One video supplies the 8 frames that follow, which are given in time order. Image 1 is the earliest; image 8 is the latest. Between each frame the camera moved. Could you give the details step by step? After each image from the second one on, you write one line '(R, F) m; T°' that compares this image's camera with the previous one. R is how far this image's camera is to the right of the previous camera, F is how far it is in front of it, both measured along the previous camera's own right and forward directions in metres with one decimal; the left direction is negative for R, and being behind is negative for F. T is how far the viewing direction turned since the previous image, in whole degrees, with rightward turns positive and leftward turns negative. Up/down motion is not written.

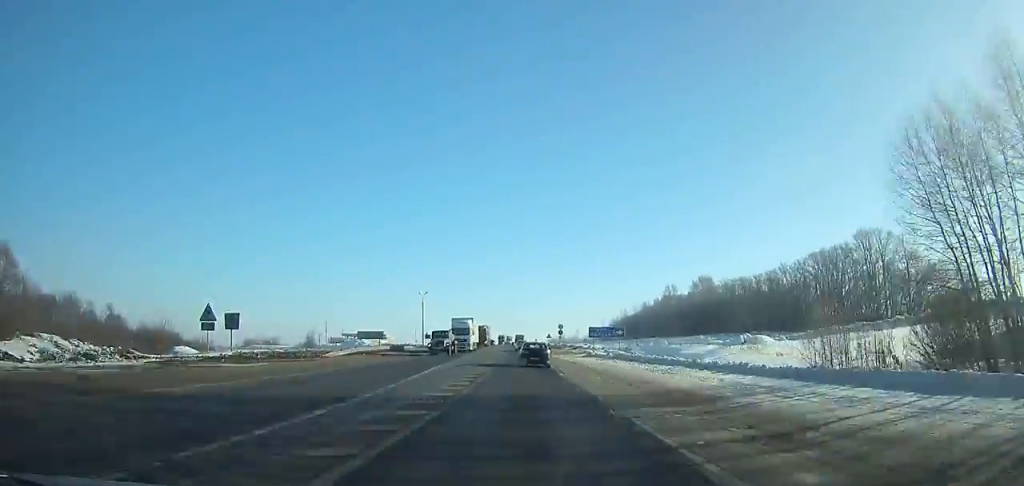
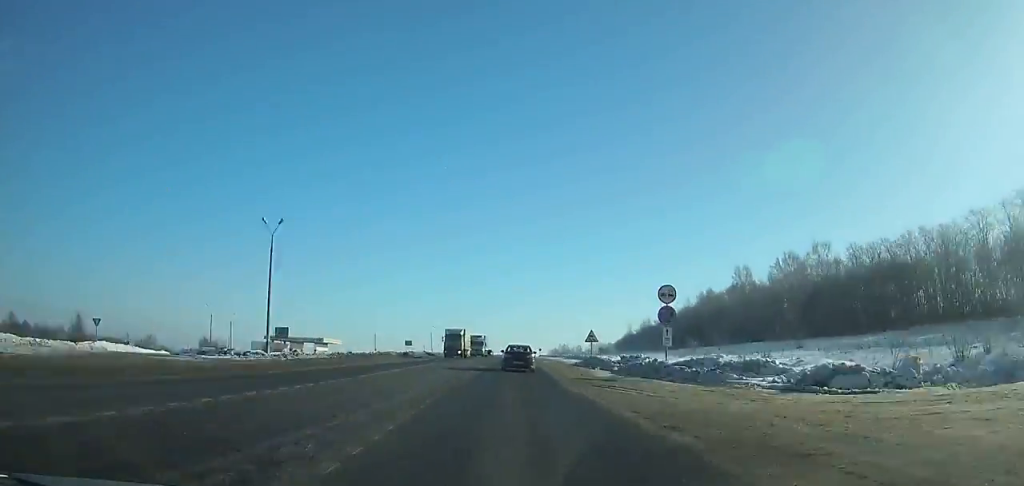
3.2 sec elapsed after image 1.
(+0.2, +73.4) m; 0°
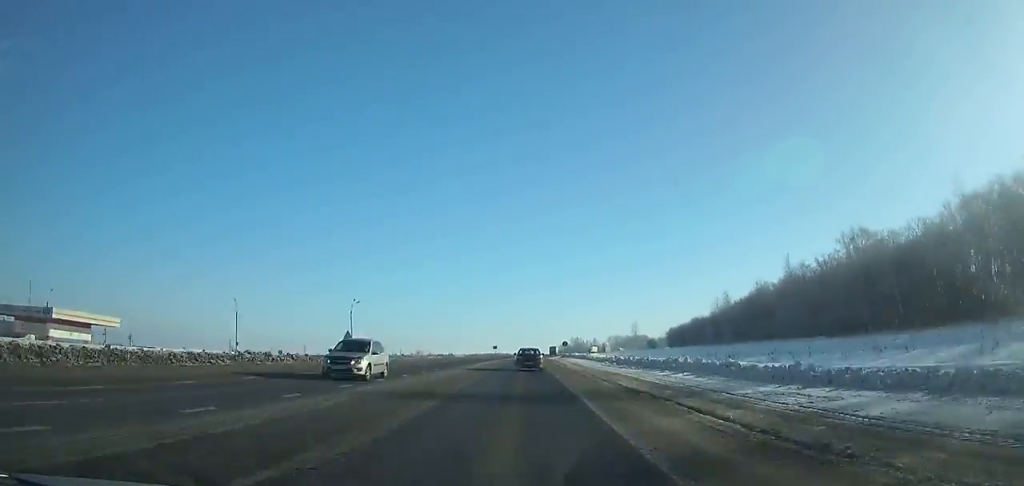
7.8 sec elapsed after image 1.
(+0.2, +102.8) m; +1°
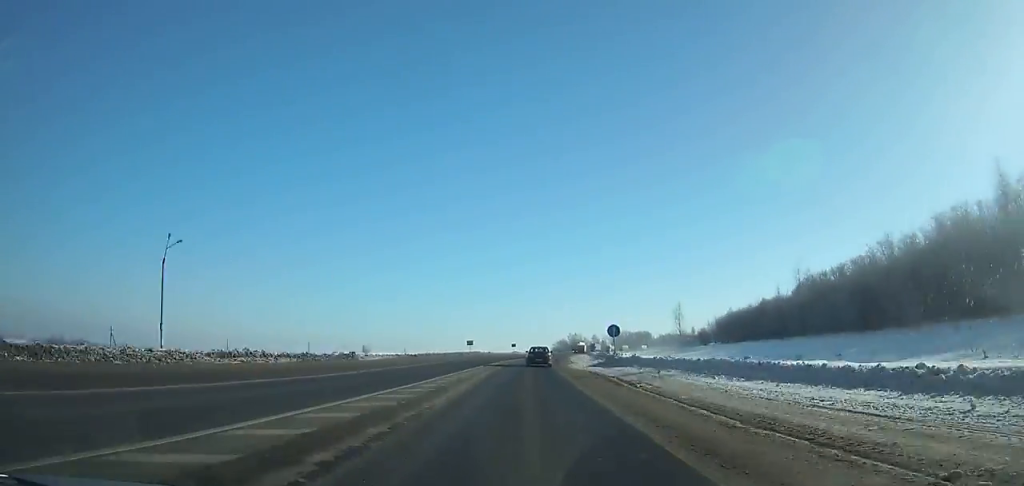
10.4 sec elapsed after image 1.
(+0.5, +57.7) m; +2°
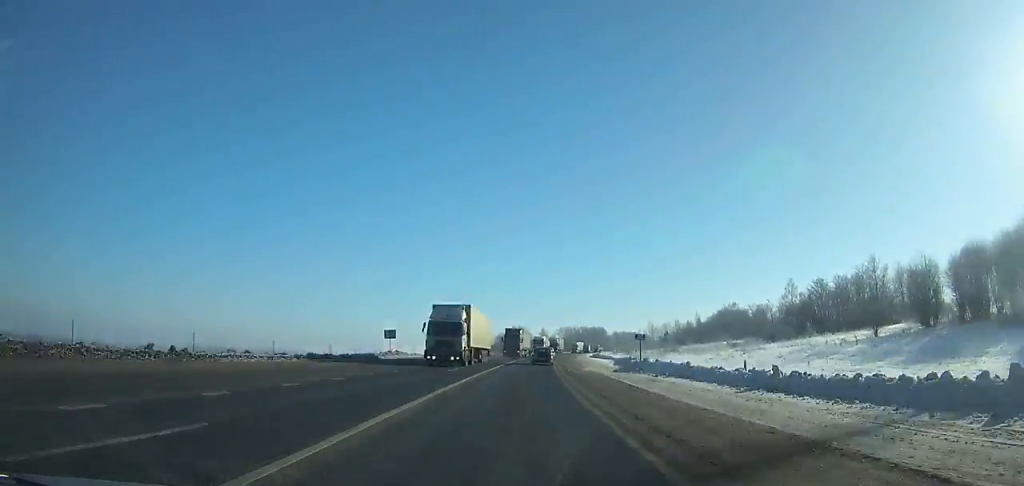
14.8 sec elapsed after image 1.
(+4.9, +98.6) m; +6°
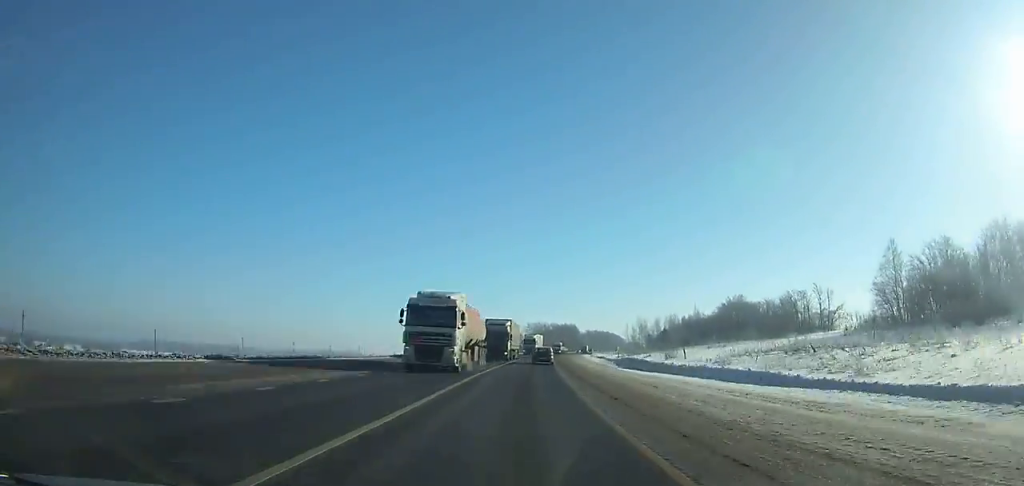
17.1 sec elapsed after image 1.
(+1.2, +52.7) m; +3°
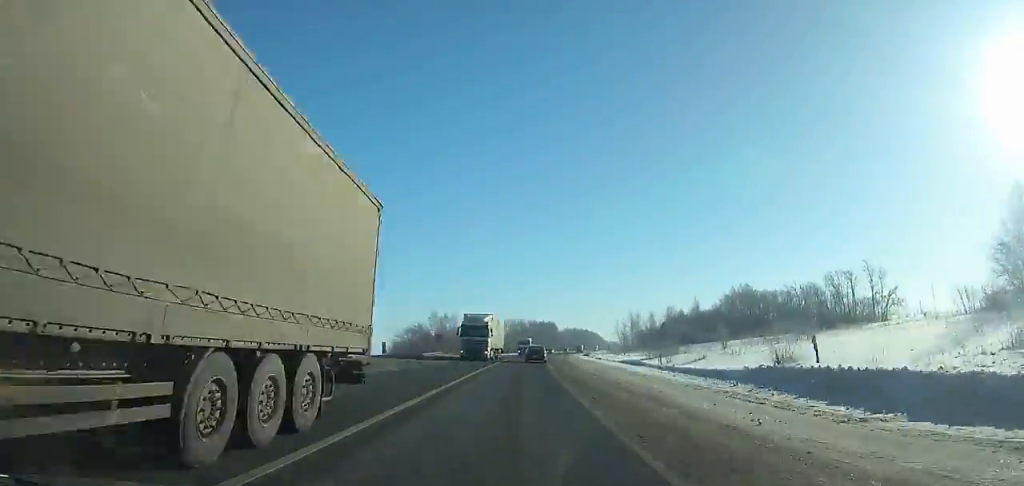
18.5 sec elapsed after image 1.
(+1.3, +32.3) m; +2°
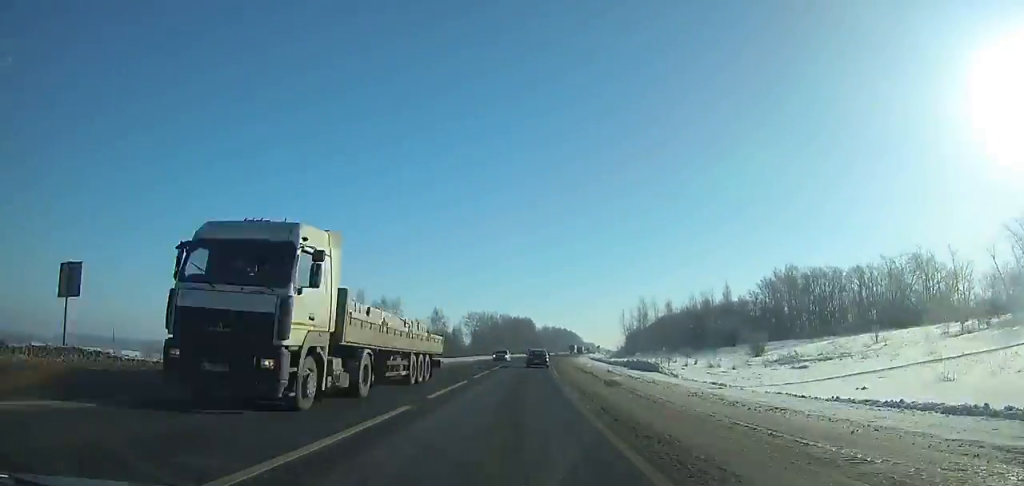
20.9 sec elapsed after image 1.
(+1.6, +55.4) m; +3°
